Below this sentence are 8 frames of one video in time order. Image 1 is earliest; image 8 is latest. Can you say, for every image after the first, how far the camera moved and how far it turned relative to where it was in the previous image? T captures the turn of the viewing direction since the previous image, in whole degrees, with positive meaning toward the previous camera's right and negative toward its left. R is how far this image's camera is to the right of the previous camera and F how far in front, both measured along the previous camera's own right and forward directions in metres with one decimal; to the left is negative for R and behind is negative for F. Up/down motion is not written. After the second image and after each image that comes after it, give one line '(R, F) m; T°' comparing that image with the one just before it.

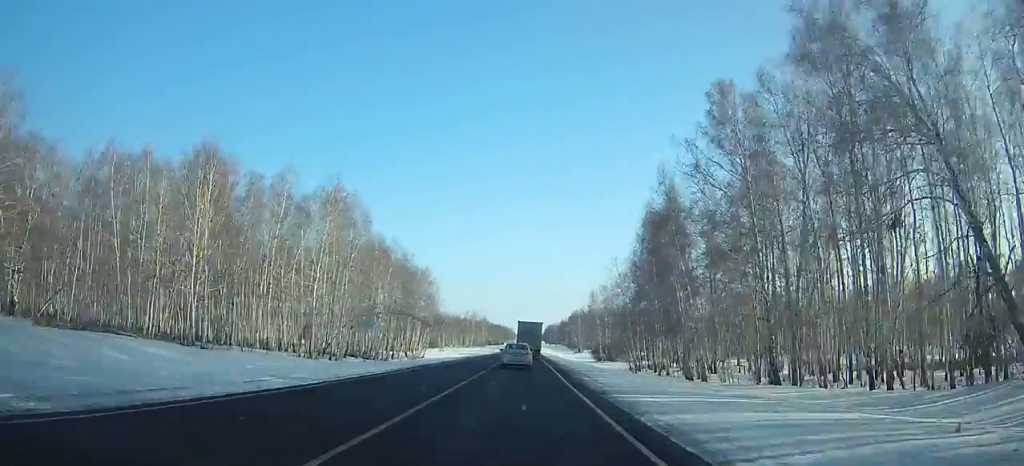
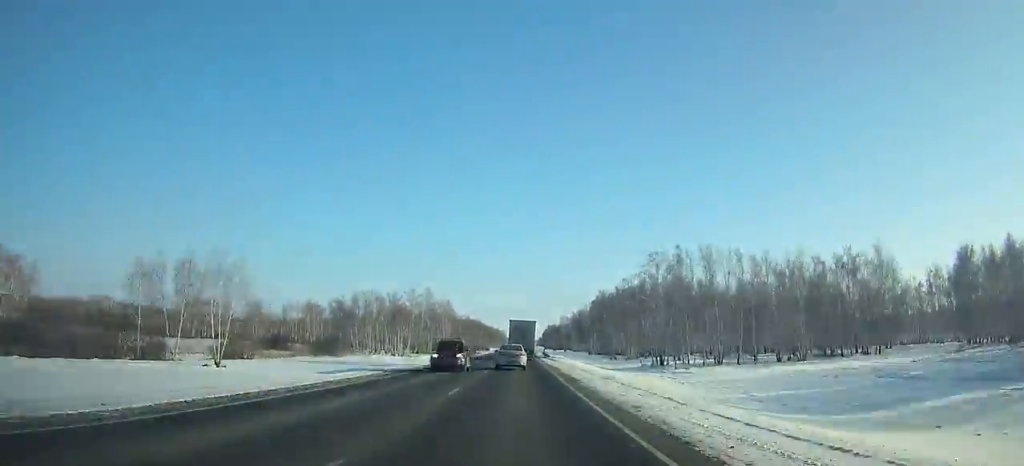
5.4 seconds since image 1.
(+0.7, +138.6) m; 0°
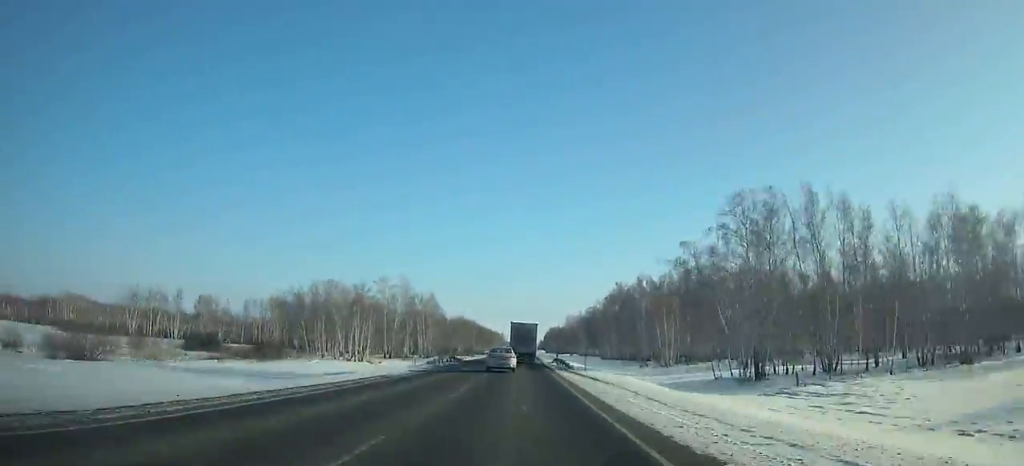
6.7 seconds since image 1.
(+0.1, +34.6) m; 0°
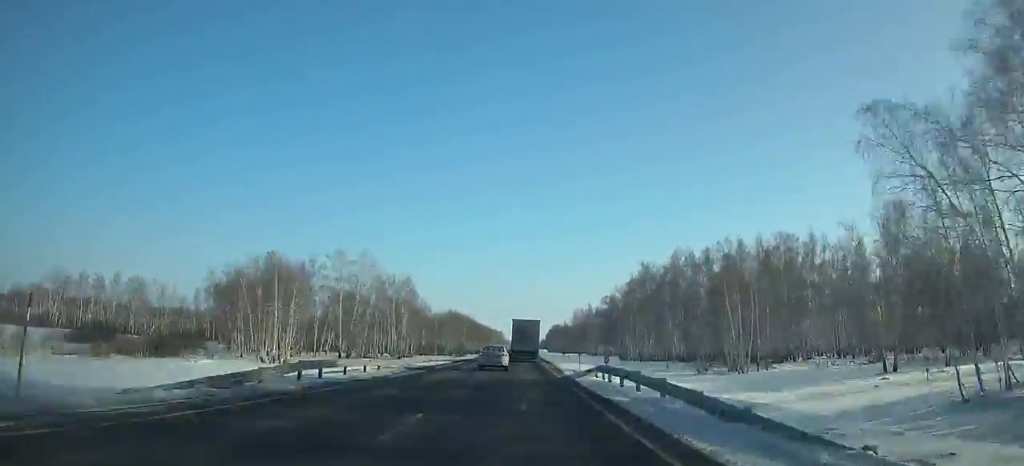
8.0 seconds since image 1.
(-0.3, +36.1) m; 0°
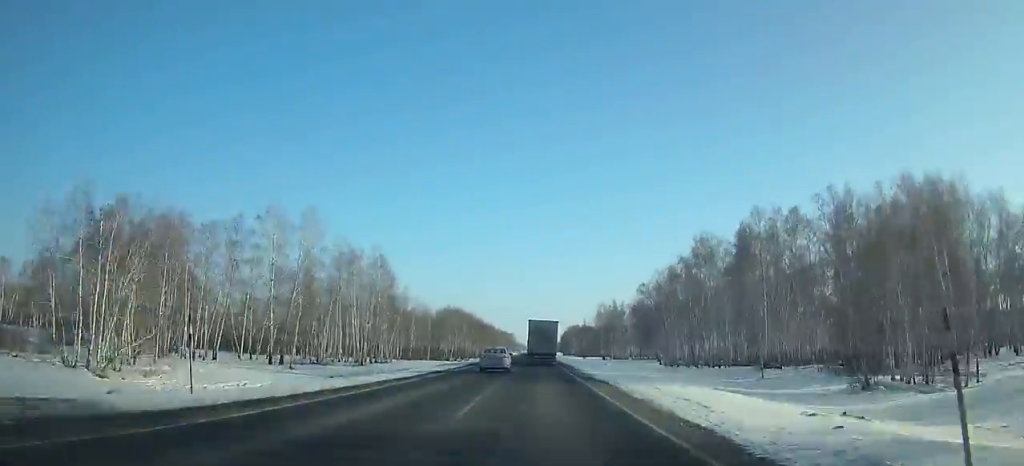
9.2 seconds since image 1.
(-0.2, +33.5) m; 0°
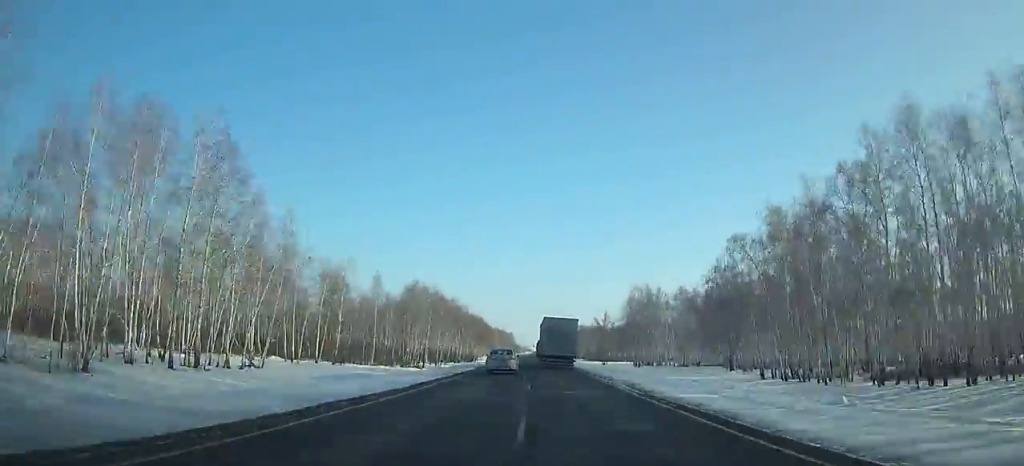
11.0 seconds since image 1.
(0.0, +52.2) m; 0°
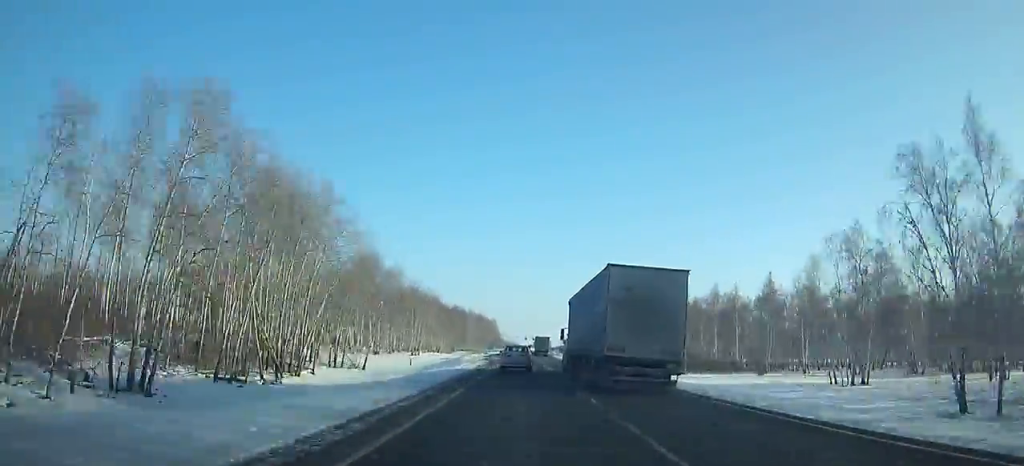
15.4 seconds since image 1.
(+0.5, +131.4) m; 0°
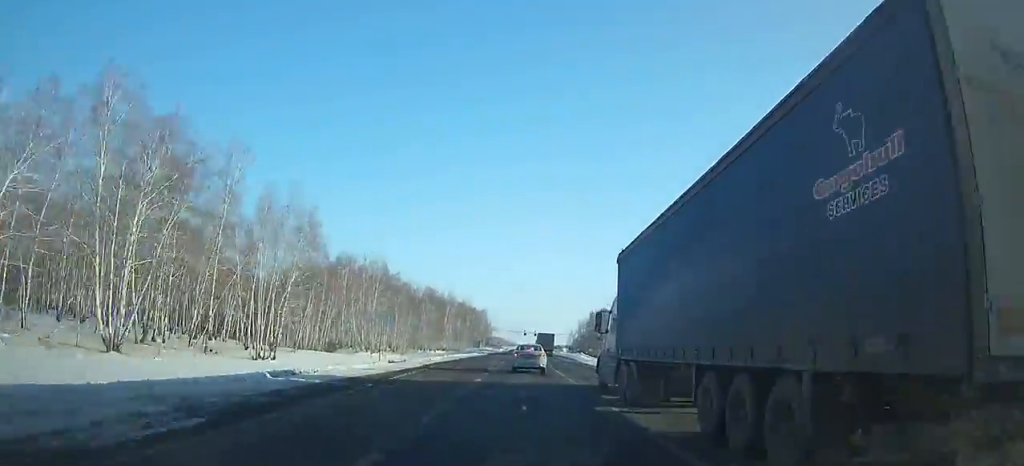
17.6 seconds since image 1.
(+0.2, +66.4) m; 0°
